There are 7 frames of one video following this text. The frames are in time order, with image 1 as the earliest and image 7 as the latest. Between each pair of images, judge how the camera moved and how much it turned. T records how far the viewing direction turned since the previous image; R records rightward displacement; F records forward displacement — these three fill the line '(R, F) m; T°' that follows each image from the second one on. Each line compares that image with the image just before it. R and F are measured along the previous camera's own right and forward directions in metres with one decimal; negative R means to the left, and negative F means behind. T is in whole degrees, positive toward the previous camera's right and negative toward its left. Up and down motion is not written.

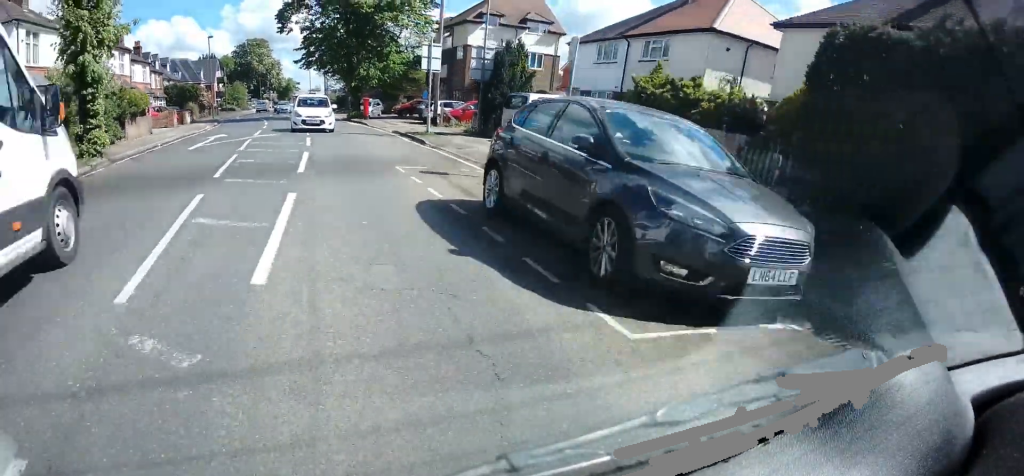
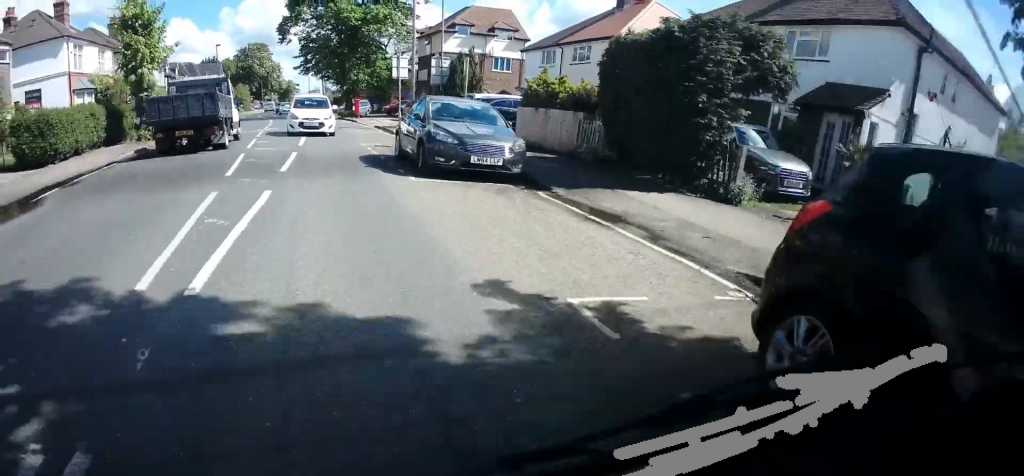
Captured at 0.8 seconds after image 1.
(+0.2, +6.4) m; +2°
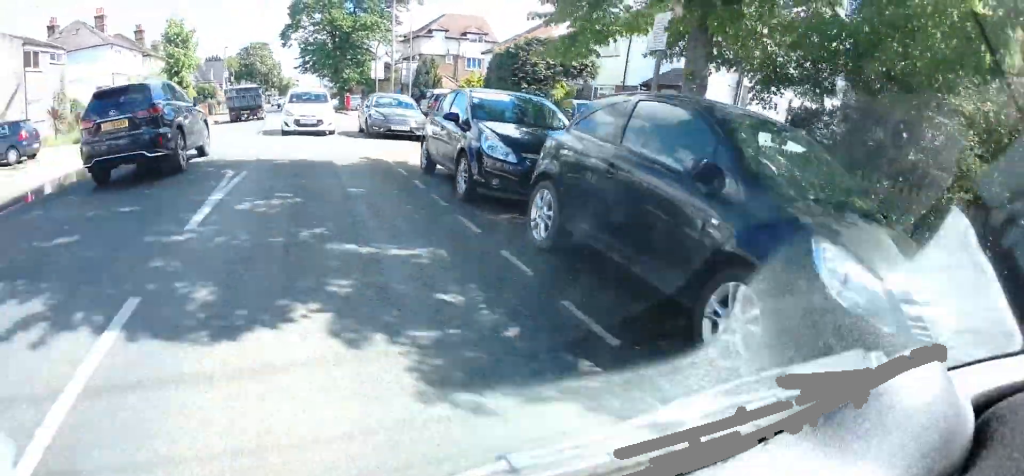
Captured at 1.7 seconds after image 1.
(0.0, +8.2) m; +1°
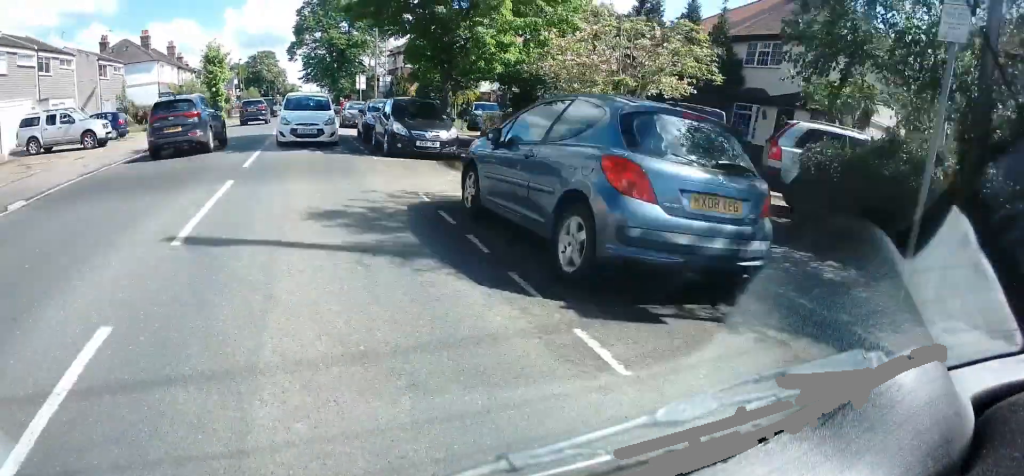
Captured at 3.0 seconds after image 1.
(+0.1, +12.3) m; +1°
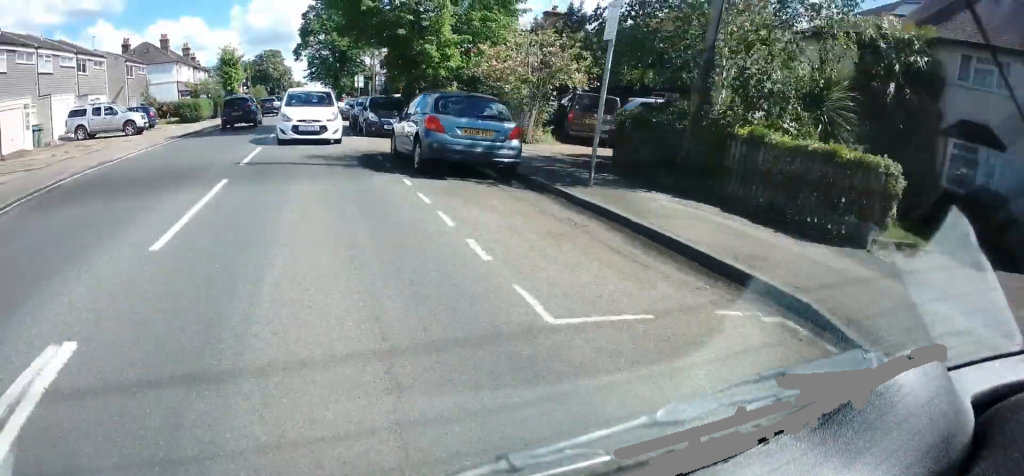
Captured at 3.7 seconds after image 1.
(0.0, +6.0) m; 0°
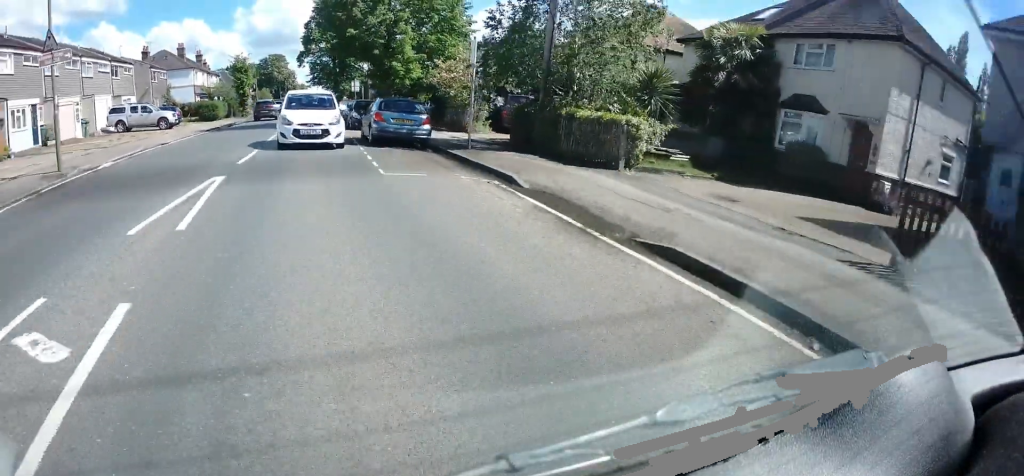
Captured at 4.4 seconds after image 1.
(0.0, +7.1) m; +1°
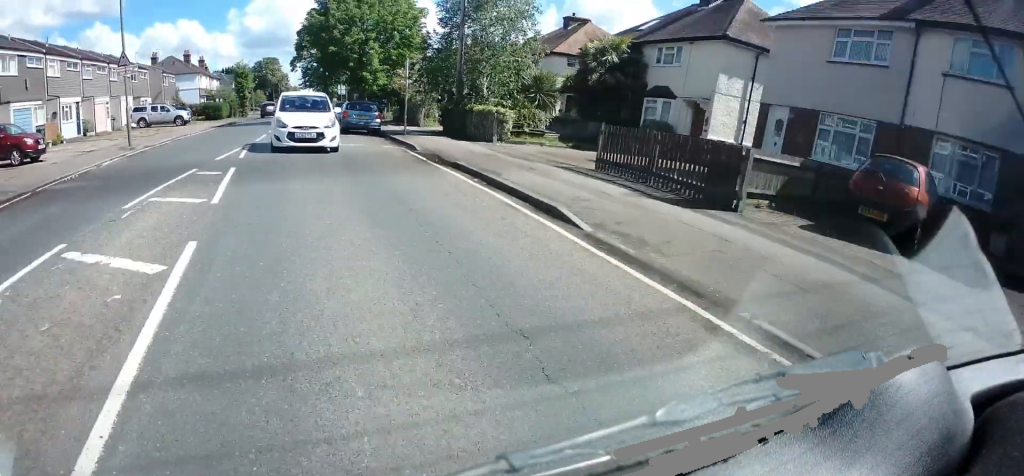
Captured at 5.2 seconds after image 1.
(+0.1, +7.9) m; +1°
